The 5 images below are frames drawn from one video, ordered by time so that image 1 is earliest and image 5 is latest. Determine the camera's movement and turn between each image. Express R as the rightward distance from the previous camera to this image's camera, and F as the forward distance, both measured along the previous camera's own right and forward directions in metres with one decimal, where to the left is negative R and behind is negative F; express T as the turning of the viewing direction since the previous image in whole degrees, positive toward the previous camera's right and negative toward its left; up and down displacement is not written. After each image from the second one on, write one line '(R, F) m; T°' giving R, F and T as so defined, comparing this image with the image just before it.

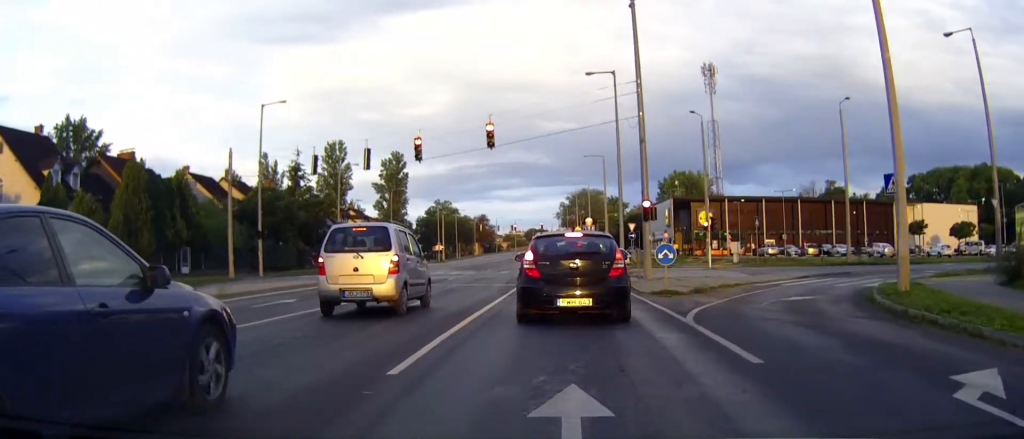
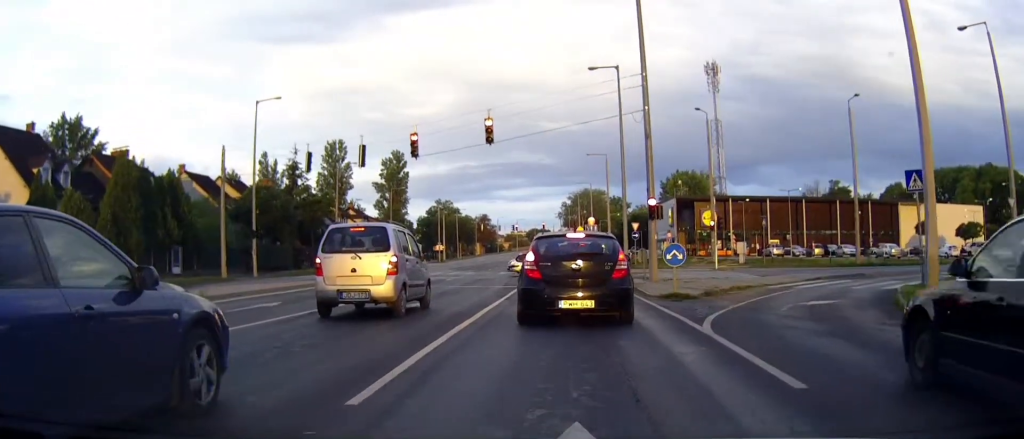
(0.0, +1.6) m; 0°
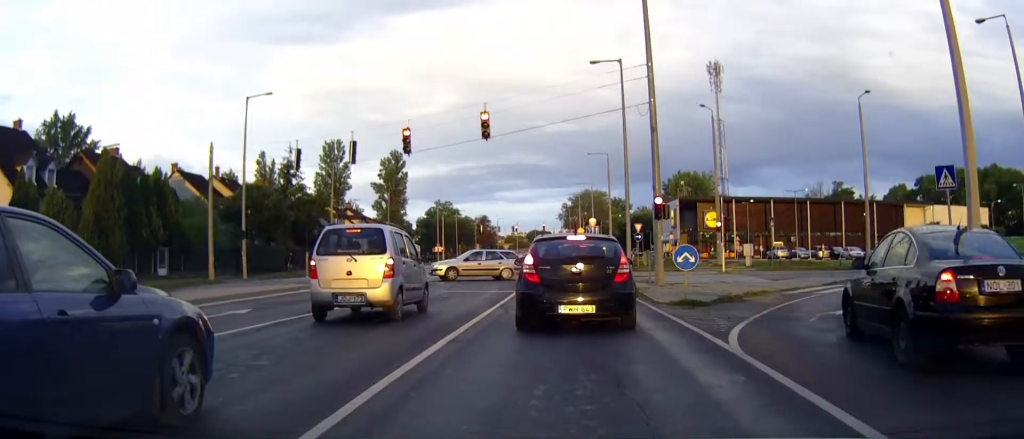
(0.0, +2.4) m; 0°
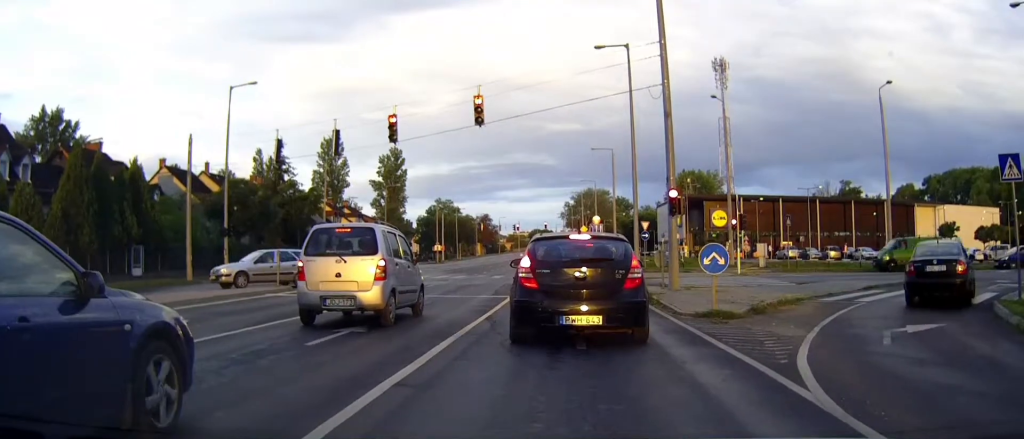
(-0.1, +3.5) m; -1°
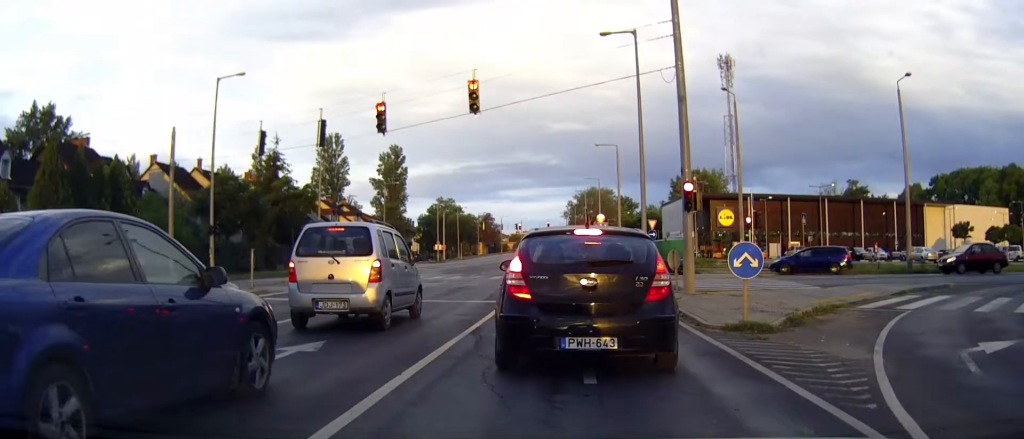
(+0.1, +3.1) m; +1°
